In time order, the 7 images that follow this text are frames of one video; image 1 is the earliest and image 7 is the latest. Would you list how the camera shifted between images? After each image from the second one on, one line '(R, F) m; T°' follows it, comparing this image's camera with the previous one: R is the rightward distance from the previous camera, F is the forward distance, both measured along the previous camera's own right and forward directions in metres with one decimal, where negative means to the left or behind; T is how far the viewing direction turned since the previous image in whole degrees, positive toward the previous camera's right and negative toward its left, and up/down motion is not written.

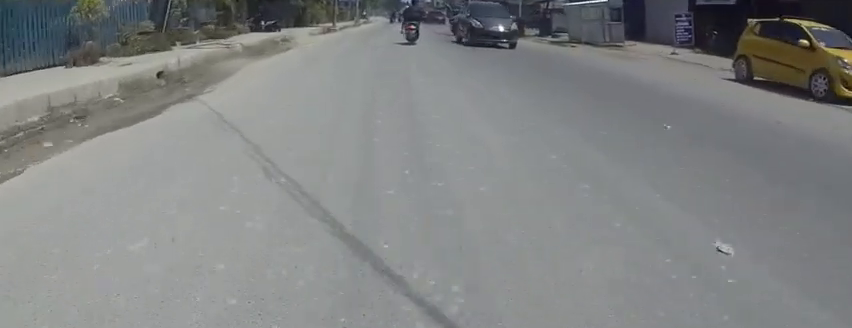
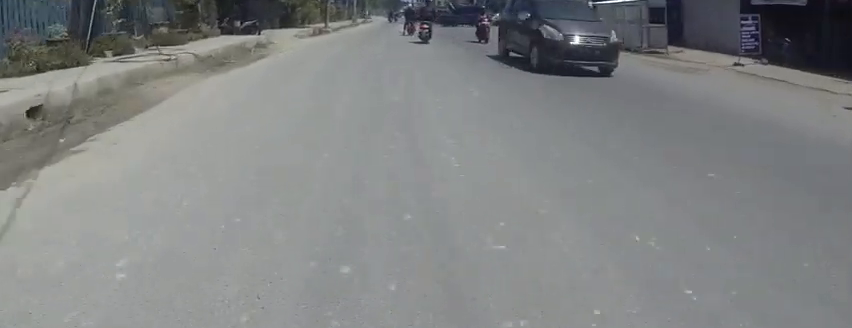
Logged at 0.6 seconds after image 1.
(-0.3, +1.6) m; +1°
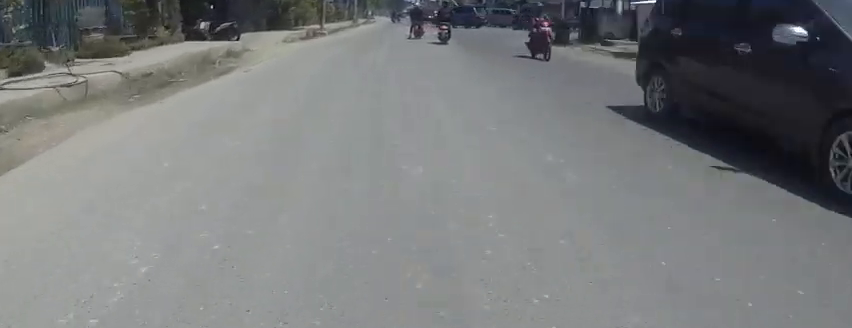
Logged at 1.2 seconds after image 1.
(+0.4, +3.0) m; +5°
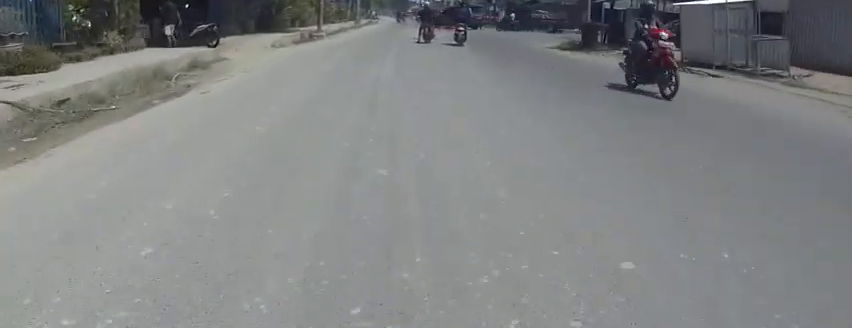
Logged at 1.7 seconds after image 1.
(+0.1, +2.4) m; +2°
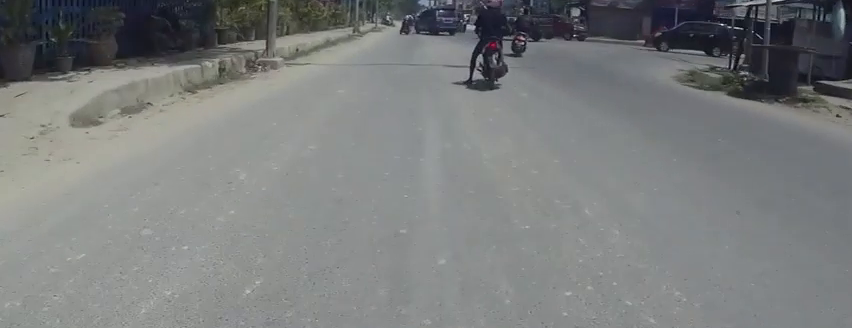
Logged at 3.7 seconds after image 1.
(-0.3, +10.3) m; 0°
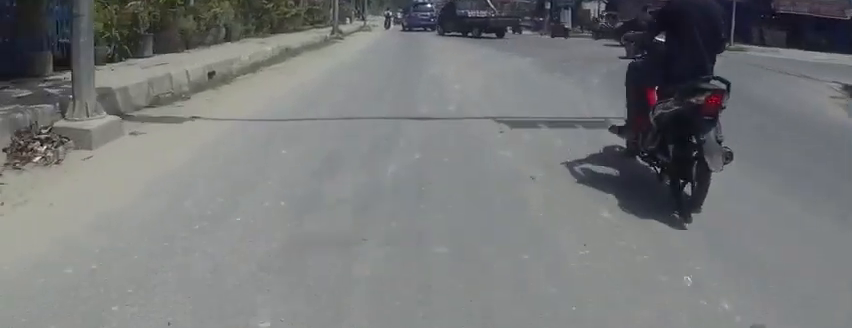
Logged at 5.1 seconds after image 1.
(-0.1, +6.7) m; -8°
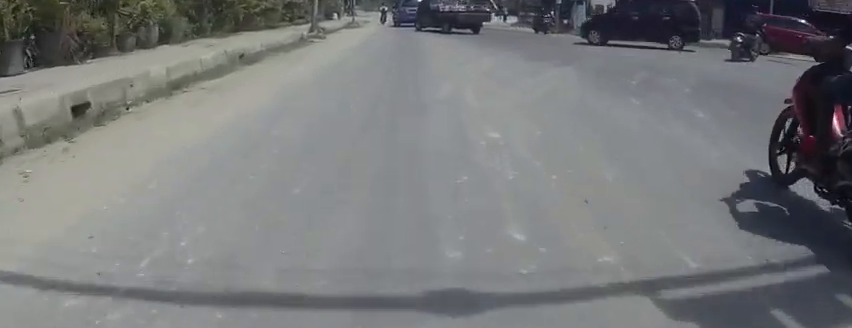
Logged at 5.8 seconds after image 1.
(-0.3, +3.8) m; +1°
